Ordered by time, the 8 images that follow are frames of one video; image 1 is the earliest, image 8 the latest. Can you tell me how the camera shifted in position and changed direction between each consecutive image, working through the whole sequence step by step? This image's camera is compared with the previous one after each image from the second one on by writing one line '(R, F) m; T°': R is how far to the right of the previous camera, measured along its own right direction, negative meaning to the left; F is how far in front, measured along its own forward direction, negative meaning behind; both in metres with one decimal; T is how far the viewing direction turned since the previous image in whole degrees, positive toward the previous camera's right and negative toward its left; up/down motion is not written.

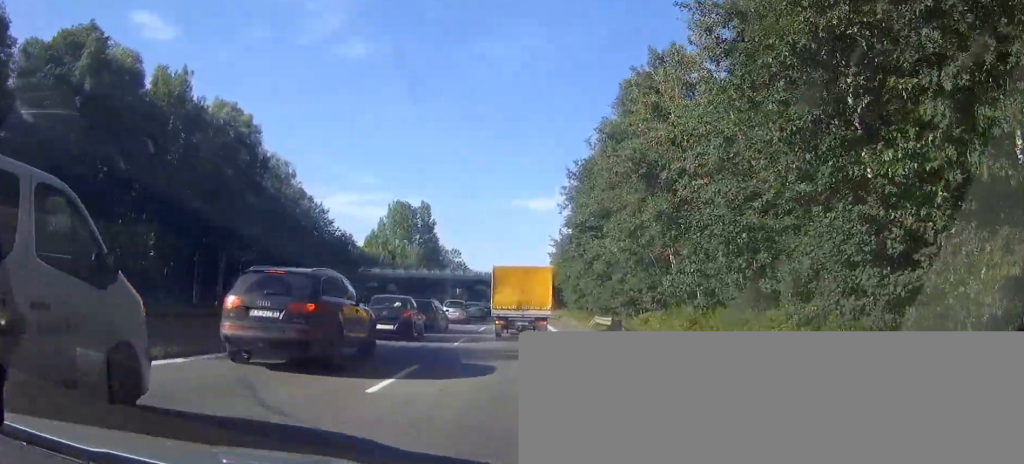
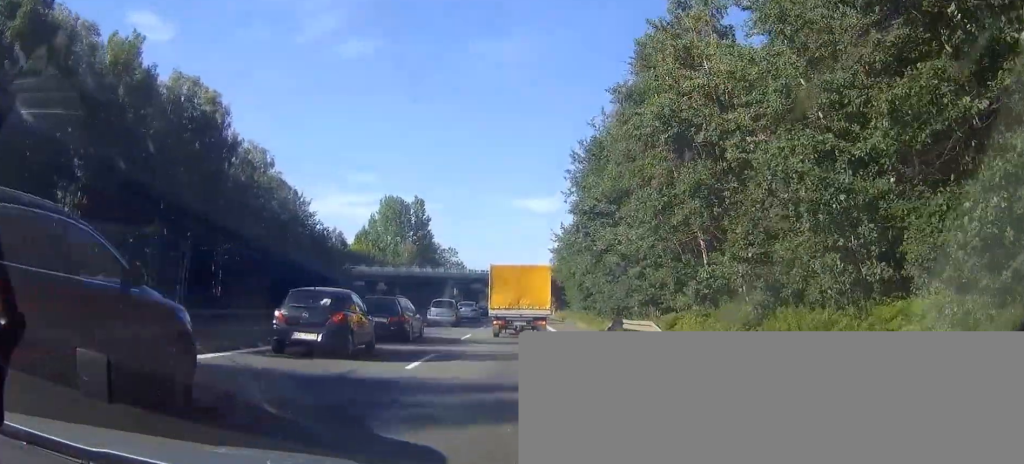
(0.0, +8.8) m; 0°
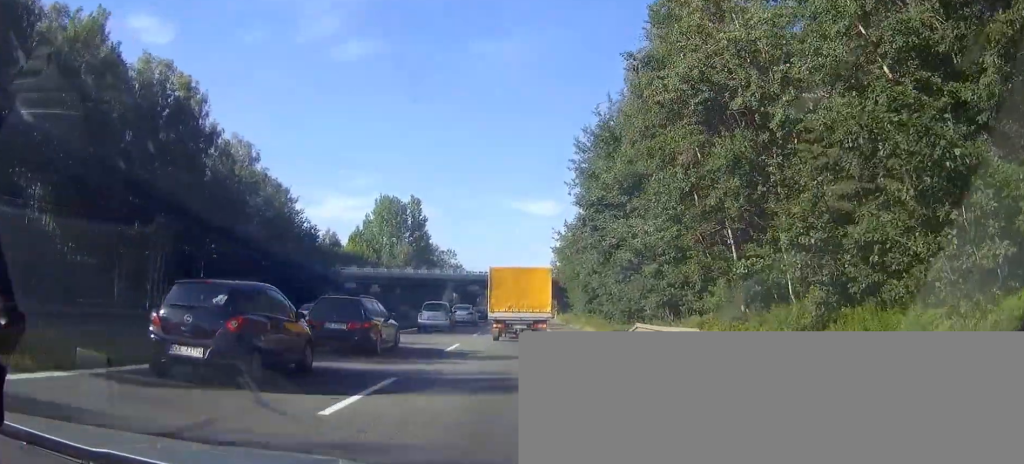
(0.0, +5.4) m; 0°
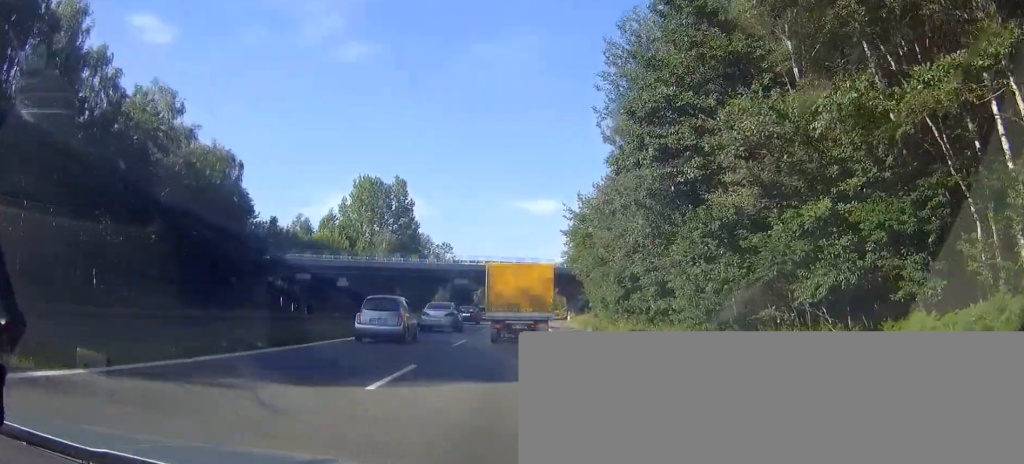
(0.0, +20.9) m; 0°
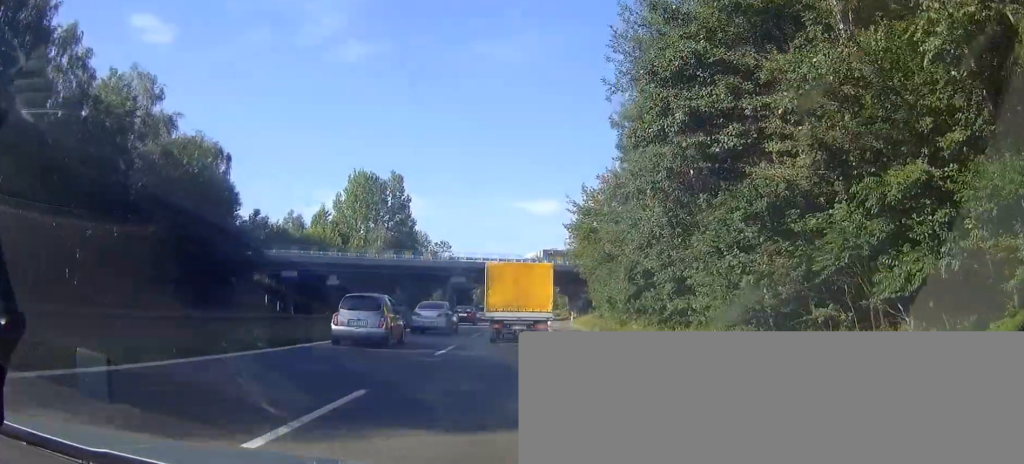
(0.0, +4.4) m; 0°
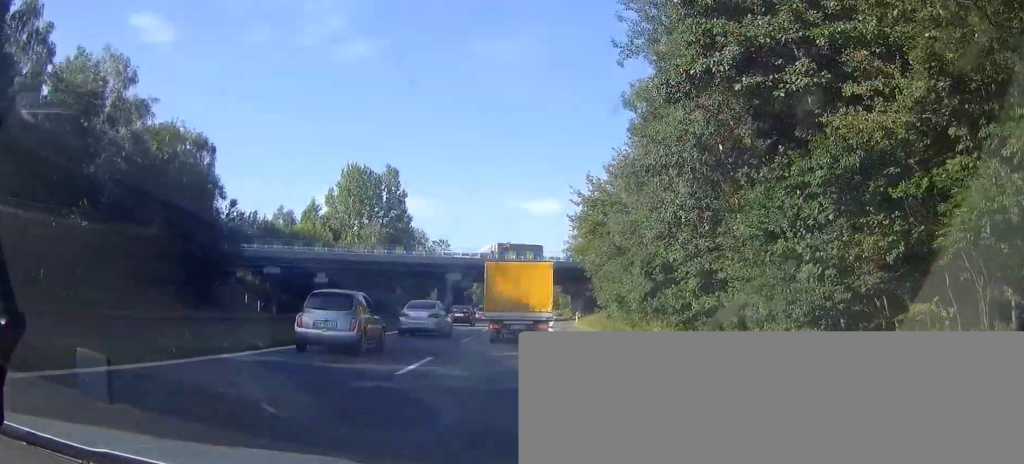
(0.0, +5.1) m; 0°
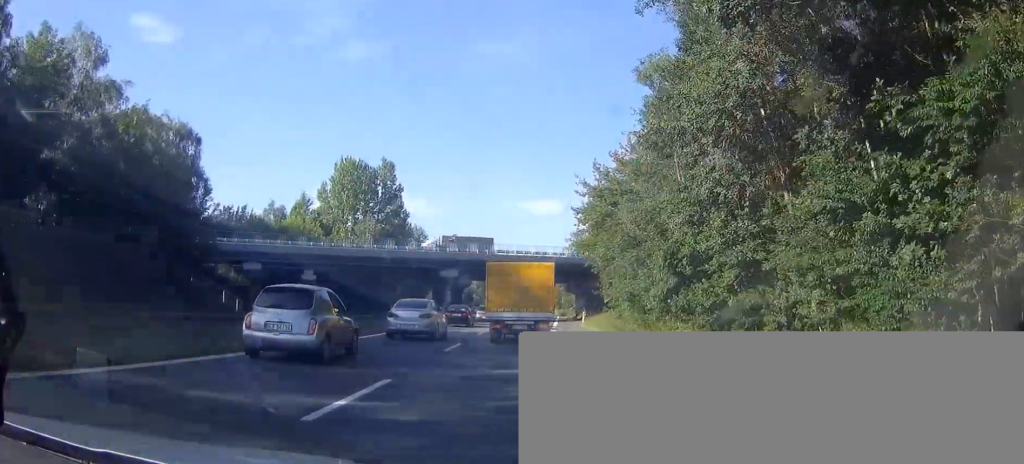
(0.0, +5.3) m; 0°
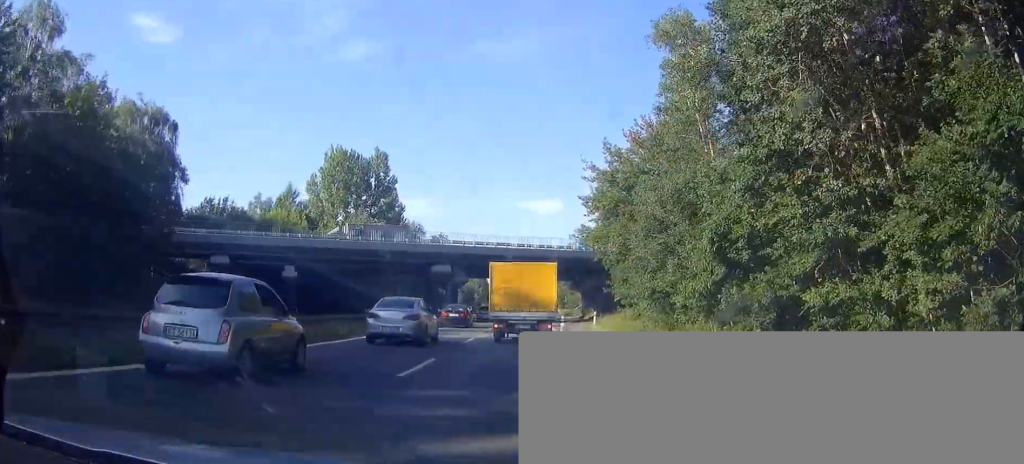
(0.0, +7.1) m; 0°
